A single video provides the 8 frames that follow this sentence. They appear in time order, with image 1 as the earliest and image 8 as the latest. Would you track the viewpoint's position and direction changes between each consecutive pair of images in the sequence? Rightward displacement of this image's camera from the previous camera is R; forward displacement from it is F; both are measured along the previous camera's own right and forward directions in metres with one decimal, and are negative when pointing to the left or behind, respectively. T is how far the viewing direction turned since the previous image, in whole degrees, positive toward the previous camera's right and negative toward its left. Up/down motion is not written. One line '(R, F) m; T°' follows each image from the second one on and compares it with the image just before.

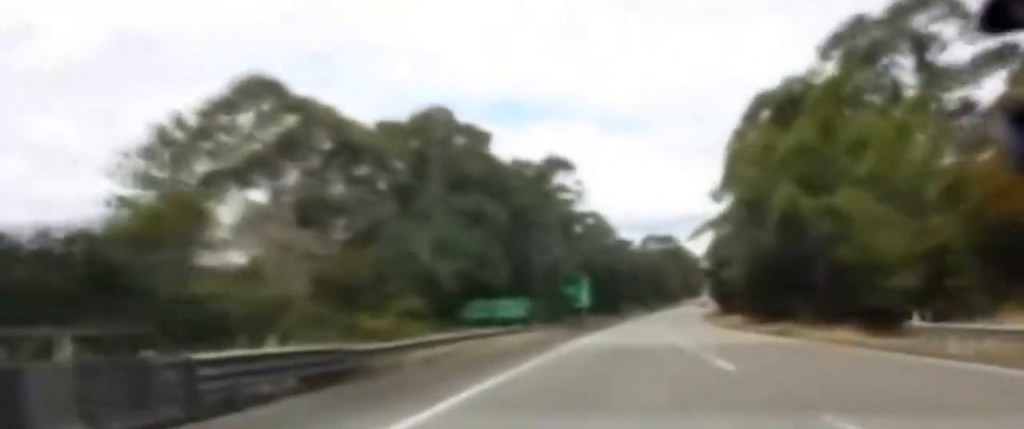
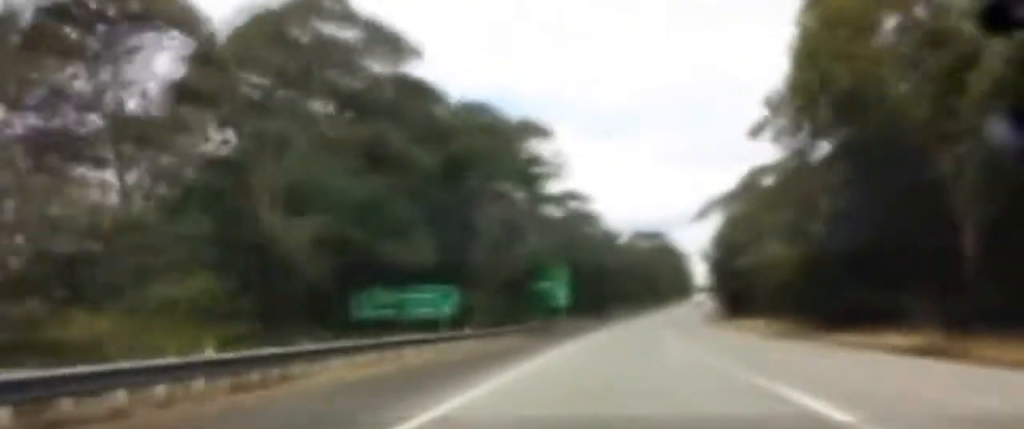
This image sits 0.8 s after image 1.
(+0.4, +20.8) m; +1°
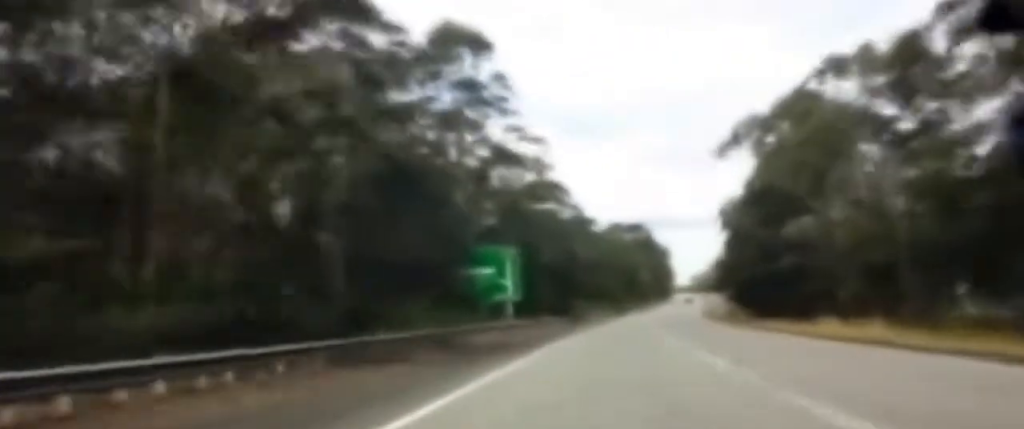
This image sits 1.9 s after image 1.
(+0.2, +29.9) m; +1°
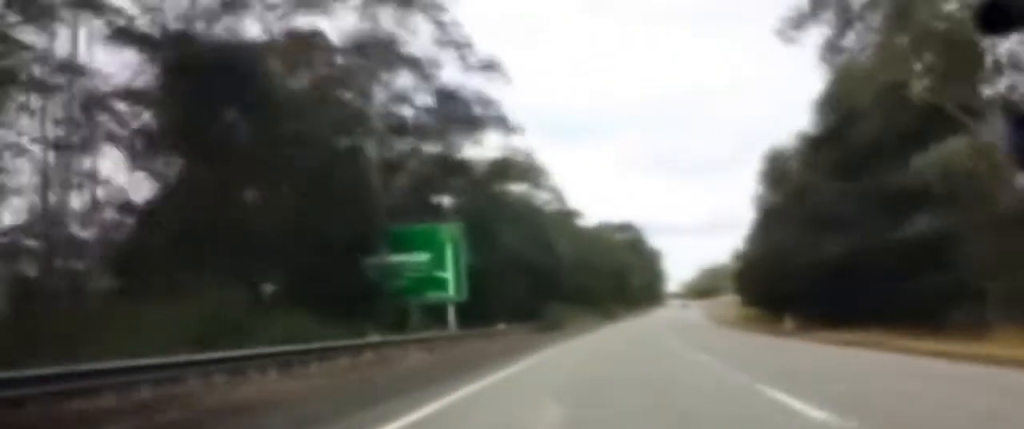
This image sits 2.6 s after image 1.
(+0.1, +20.1) m; 0°
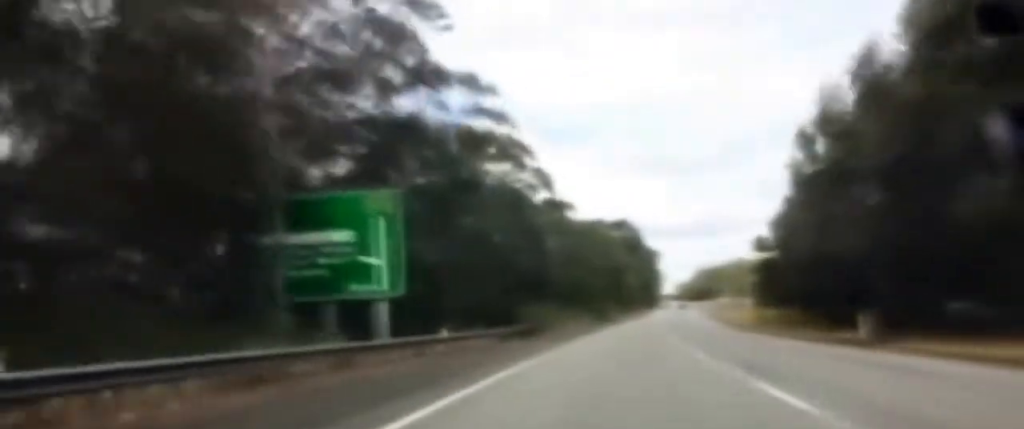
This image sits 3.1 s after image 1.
(+0.1, +12.8) m; 0°
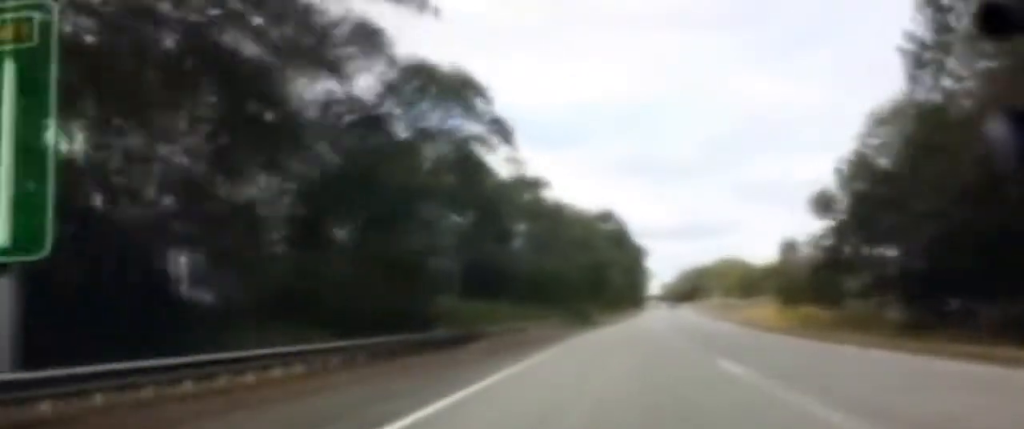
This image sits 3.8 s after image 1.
(-0.1, +20.2) m; 0°
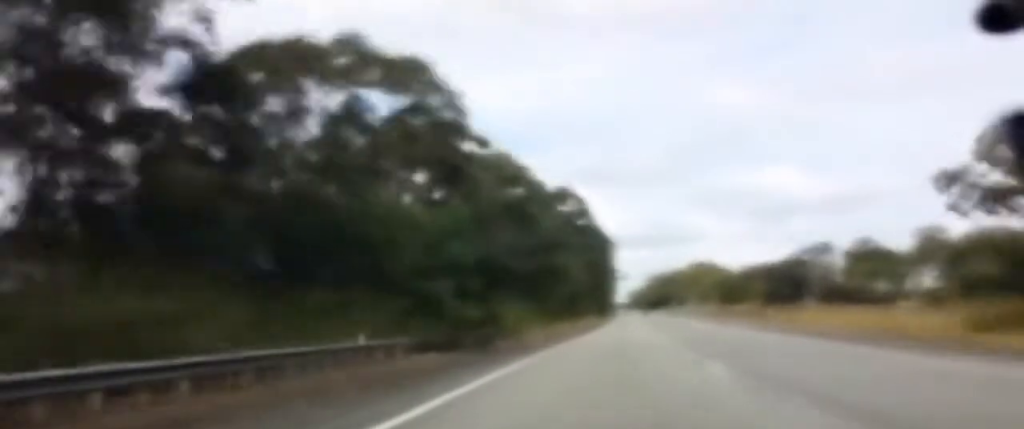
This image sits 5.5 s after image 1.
(+1.3, +48.2) m; +3°
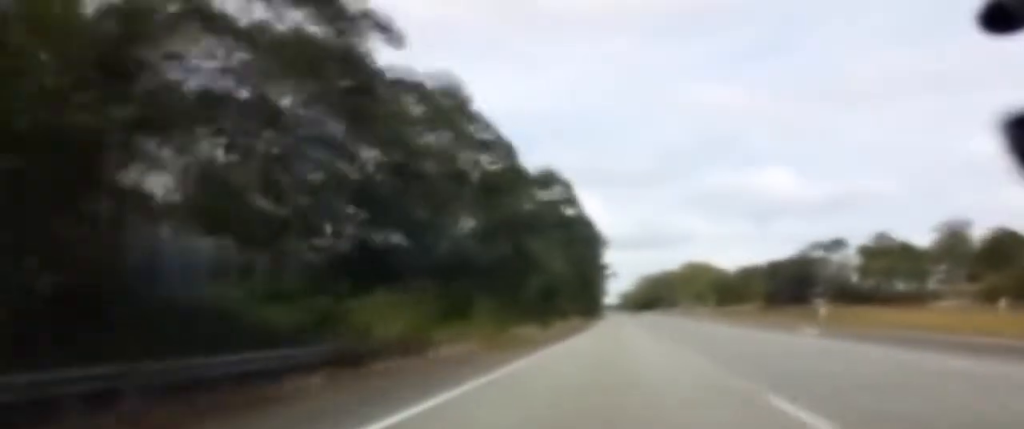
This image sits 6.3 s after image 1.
(+0.2, +20.4) m; 0°
